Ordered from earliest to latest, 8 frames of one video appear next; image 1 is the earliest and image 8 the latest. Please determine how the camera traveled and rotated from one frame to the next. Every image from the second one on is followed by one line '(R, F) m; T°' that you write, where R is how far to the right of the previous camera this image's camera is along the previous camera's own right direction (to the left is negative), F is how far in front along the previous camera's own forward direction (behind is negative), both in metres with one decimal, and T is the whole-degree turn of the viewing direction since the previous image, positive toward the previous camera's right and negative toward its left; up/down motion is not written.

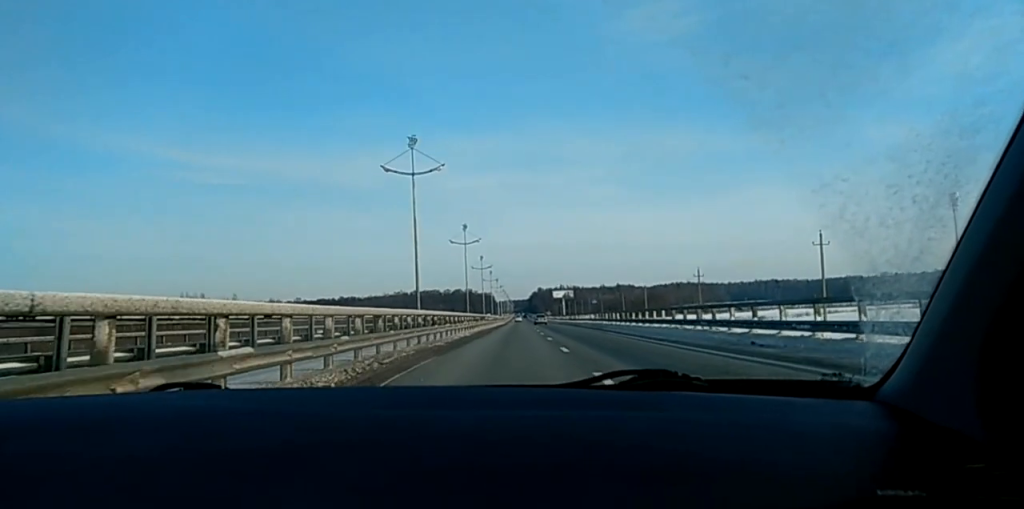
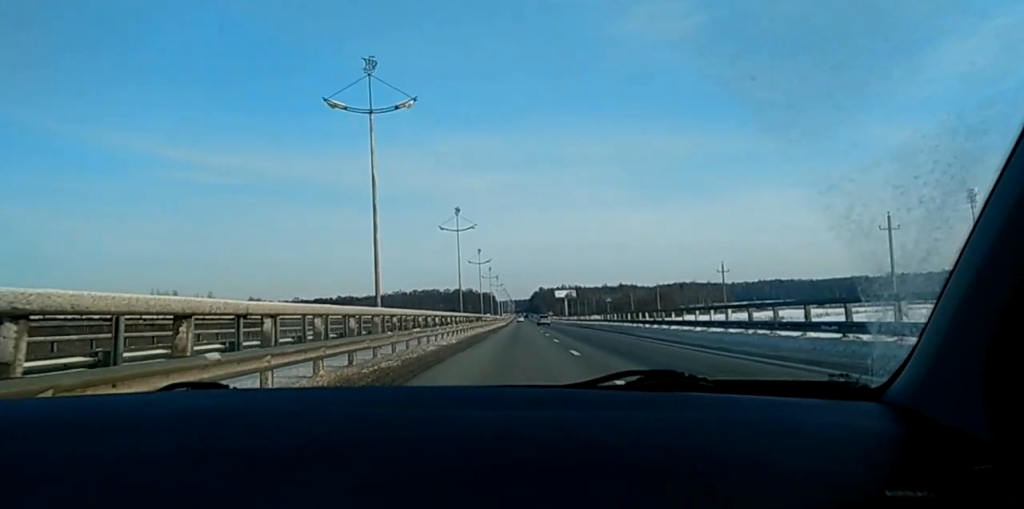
(+0.1, +13.5) m; 0°
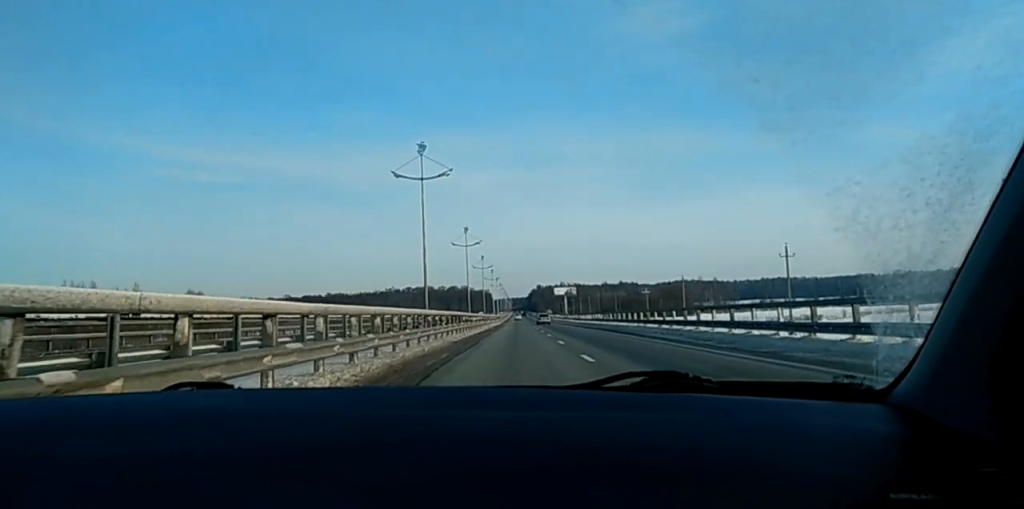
(0.0, +27.1) m; 0°
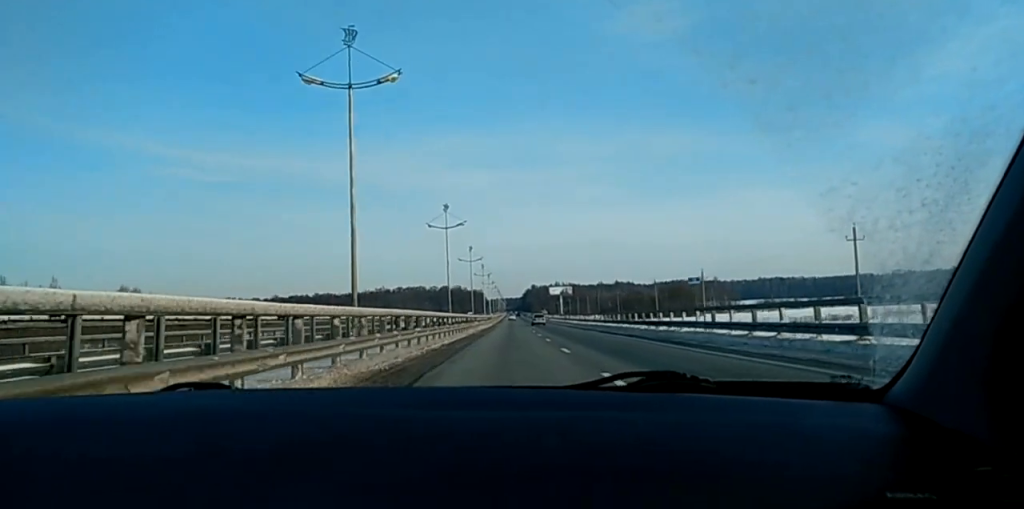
(+0.2, +19.8) m; 0°
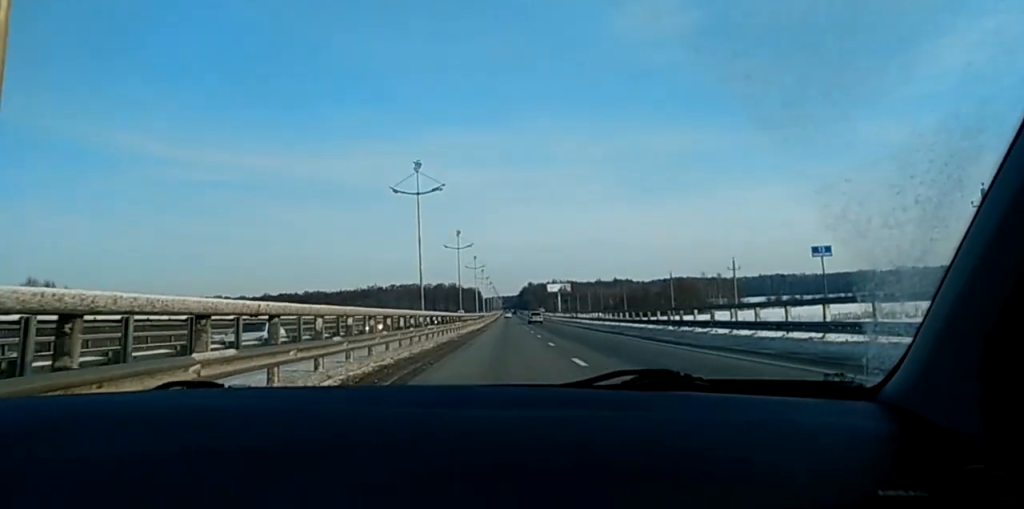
(0.0, +18.5) m; 0°
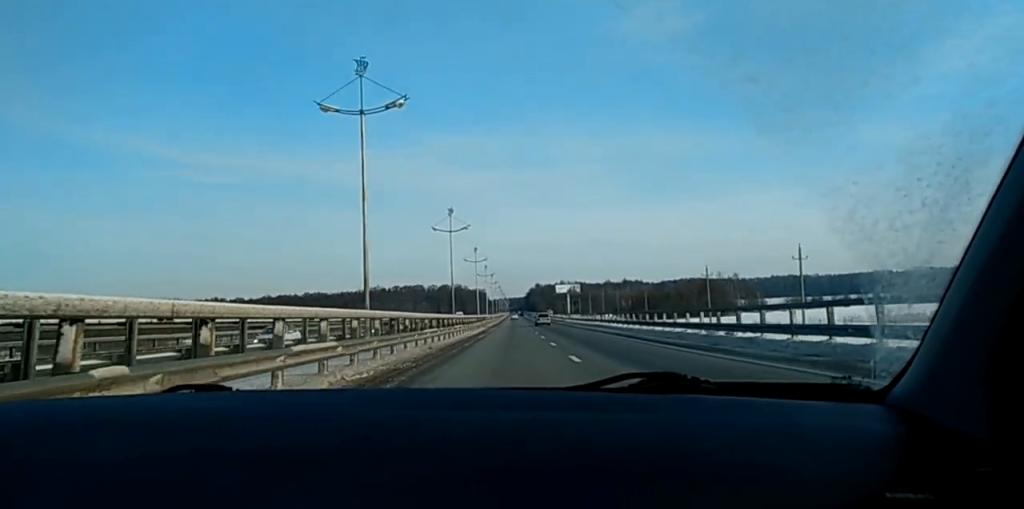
(-0.1, +21.0) m; -1°
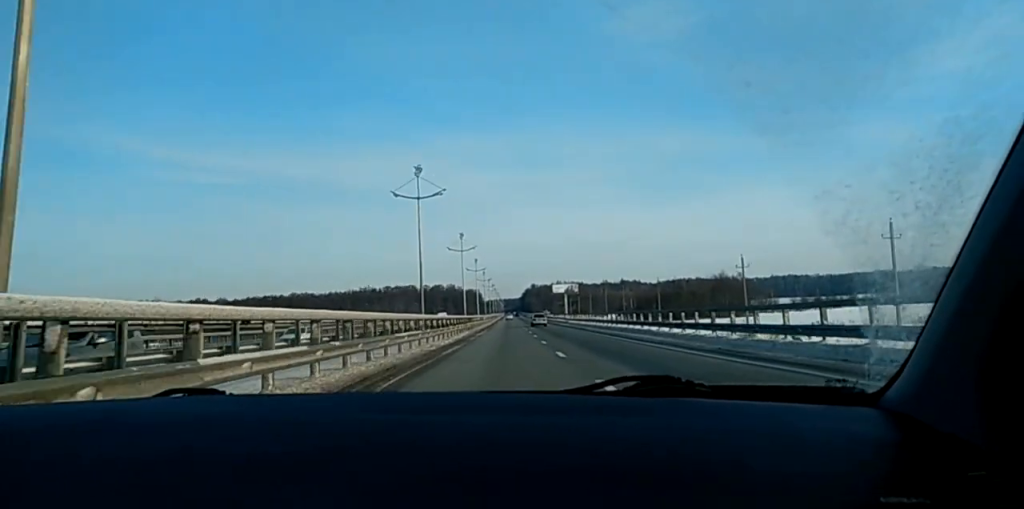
(-0.1, +20.9) m; +1°
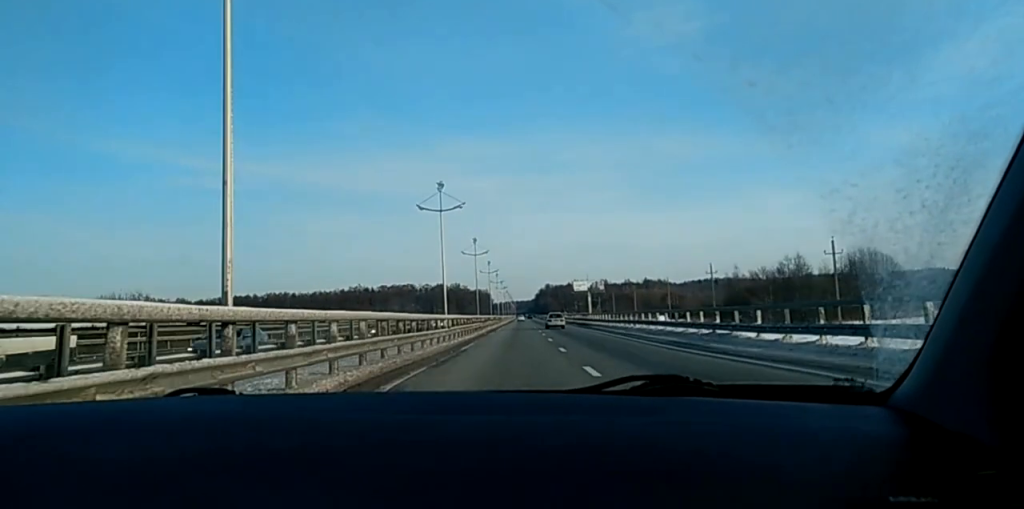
(+0.3, +79.4) m; -2°
